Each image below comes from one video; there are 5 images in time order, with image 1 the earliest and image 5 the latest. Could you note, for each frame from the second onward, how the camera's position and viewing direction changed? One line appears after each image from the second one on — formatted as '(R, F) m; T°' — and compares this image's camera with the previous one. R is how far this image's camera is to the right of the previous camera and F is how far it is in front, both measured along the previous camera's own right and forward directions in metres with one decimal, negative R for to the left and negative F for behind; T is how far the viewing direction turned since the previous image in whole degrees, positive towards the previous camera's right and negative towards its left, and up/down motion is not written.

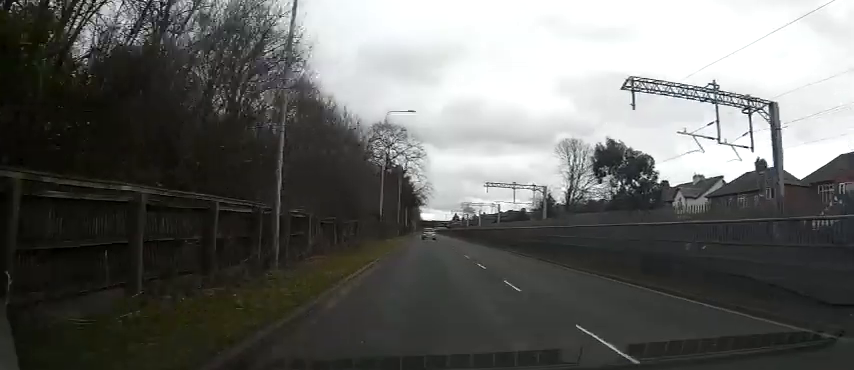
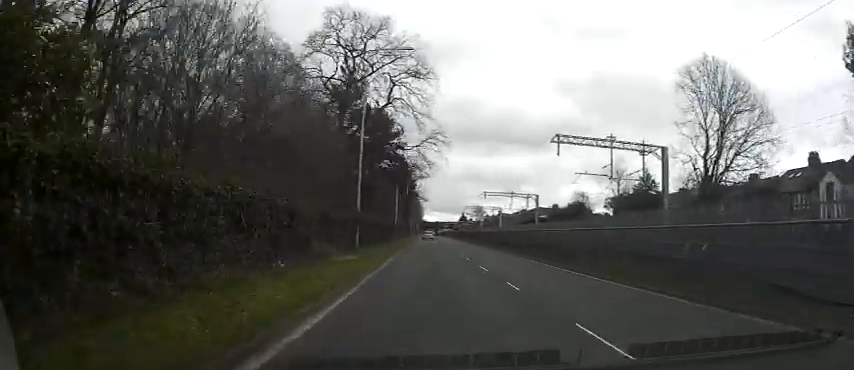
(-0.2, +43.0) m; +1°
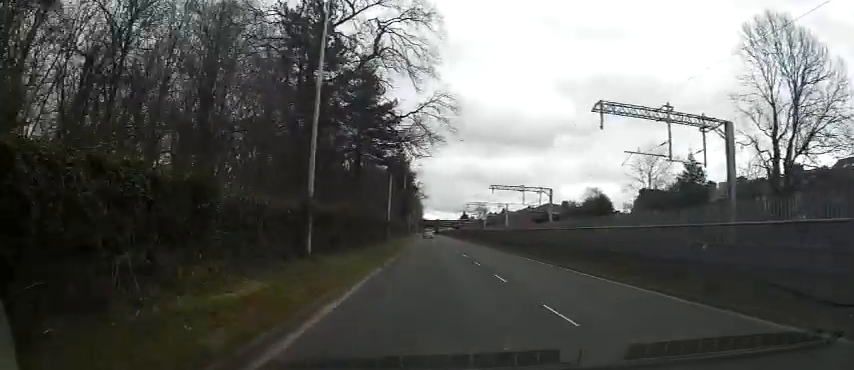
(+0.1, +10.2) m; 0°
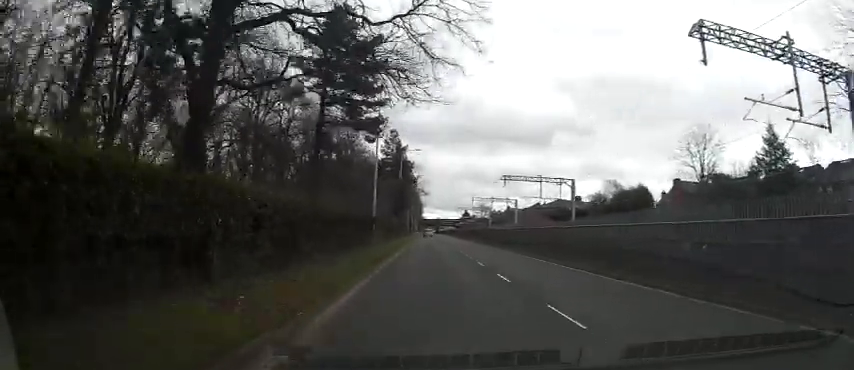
(0.0, +12.2) m; 0°
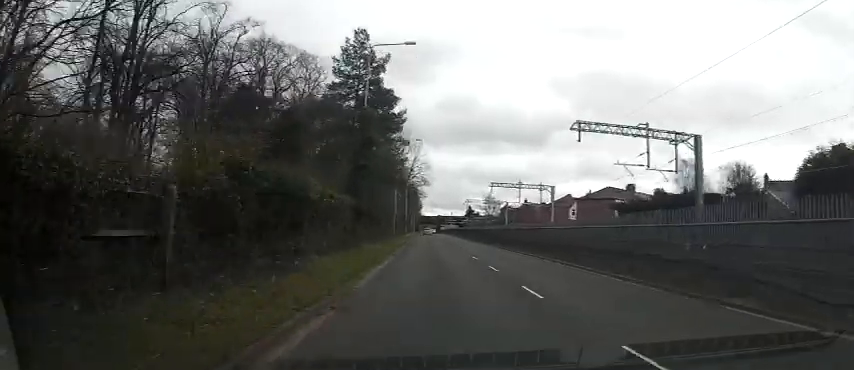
(-0.6, +34.0) m; -2°
